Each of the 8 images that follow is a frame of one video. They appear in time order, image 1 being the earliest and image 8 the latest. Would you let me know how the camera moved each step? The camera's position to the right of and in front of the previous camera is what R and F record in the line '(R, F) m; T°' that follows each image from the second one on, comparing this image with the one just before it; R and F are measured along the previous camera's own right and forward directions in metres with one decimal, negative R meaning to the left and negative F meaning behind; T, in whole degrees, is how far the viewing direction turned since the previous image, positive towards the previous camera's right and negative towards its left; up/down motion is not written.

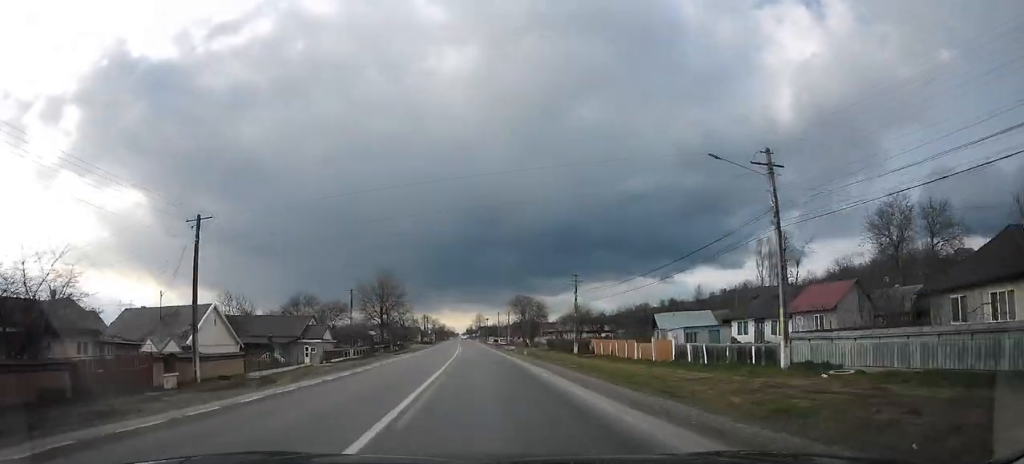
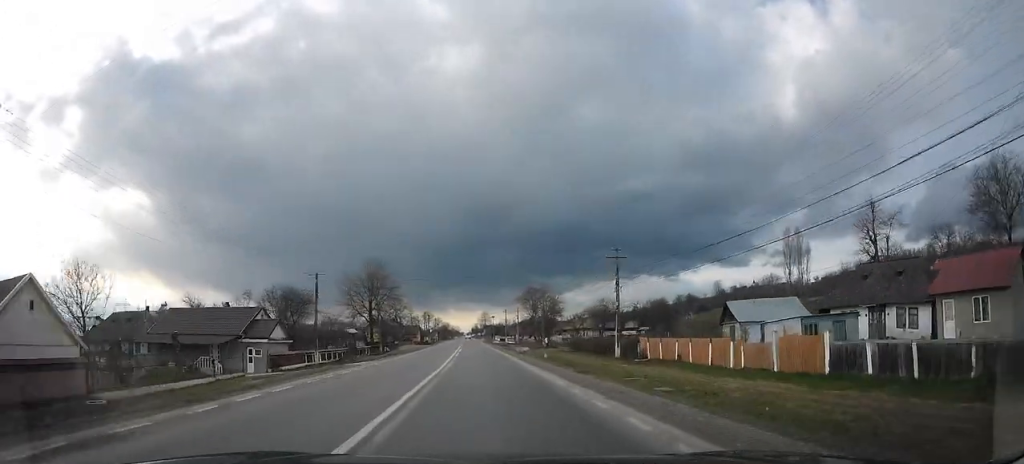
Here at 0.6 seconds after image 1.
(-0.3, +14.3) m; -1°
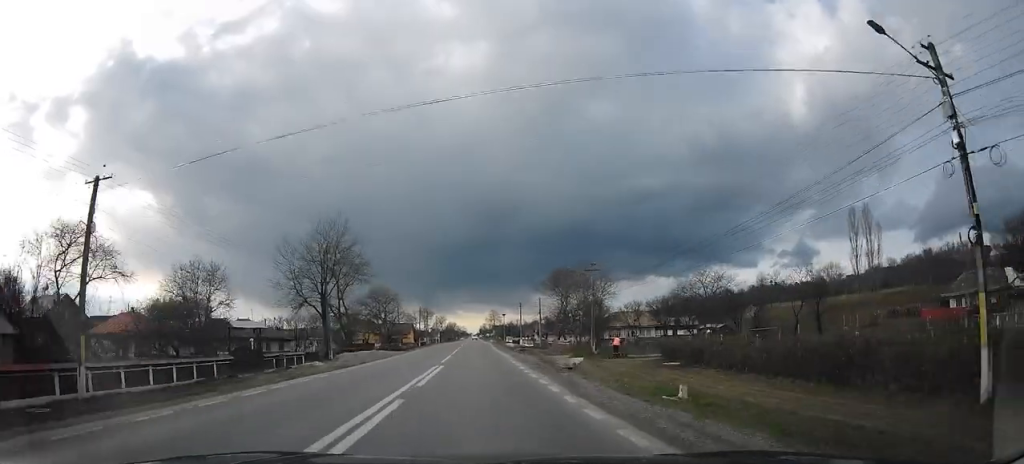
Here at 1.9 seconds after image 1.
(0.0, +29.6) m; 0°
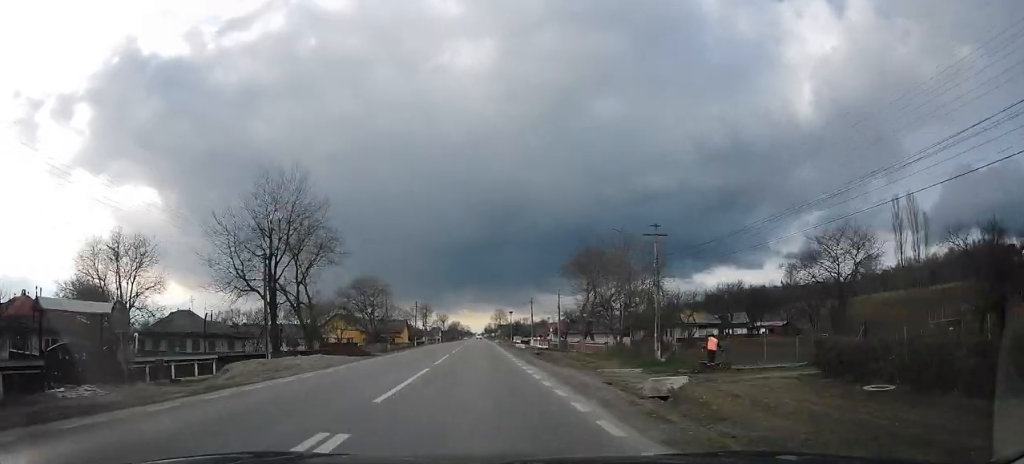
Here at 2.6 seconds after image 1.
(0.0, +16.0) m; 0°
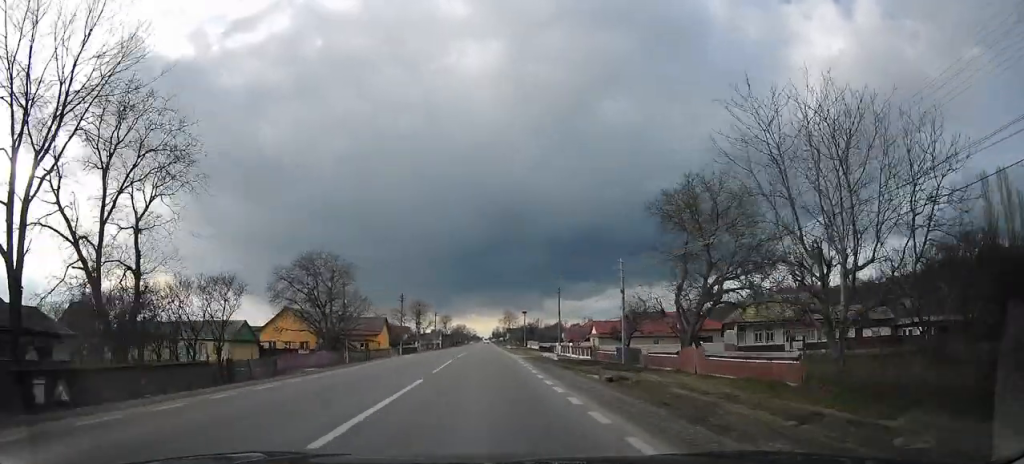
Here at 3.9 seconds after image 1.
(0.0, +28.1) m; 0°
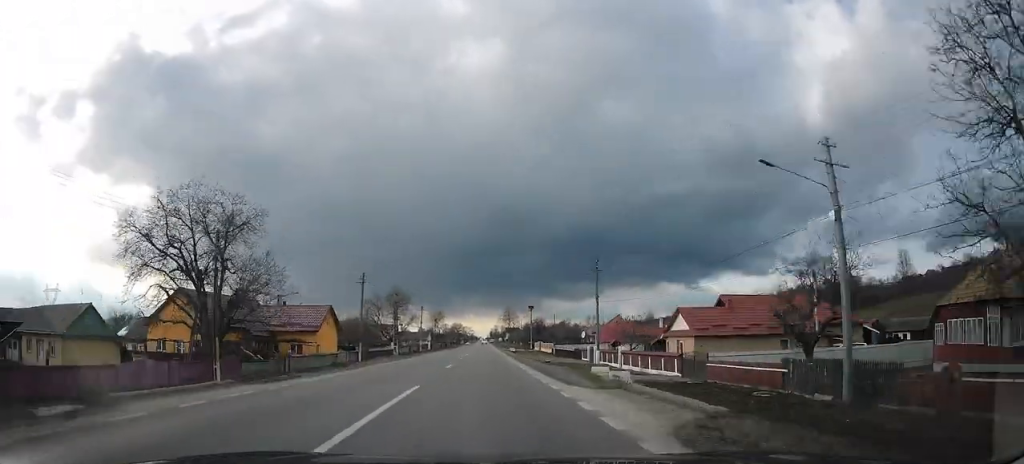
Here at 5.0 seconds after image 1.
(0.0, +25.9) m; -3°
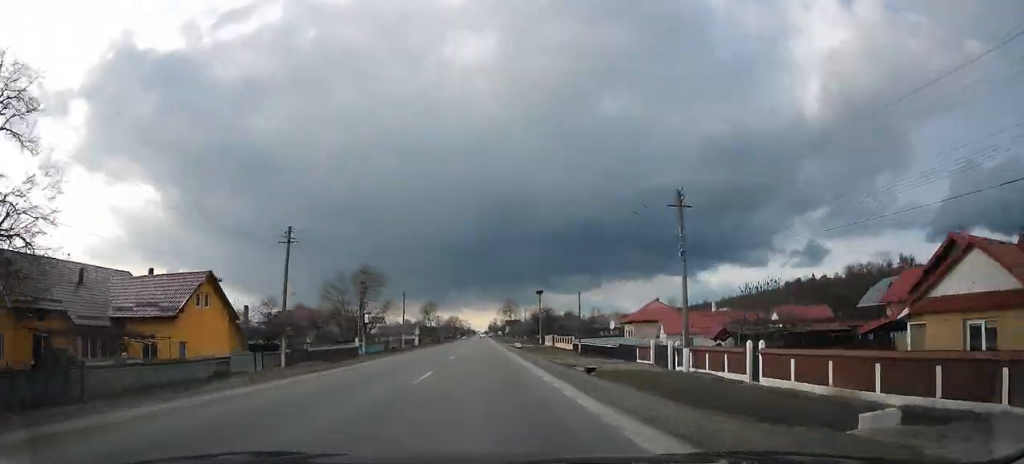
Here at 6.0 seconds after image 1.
(-1.2, +21.9) m; -1°
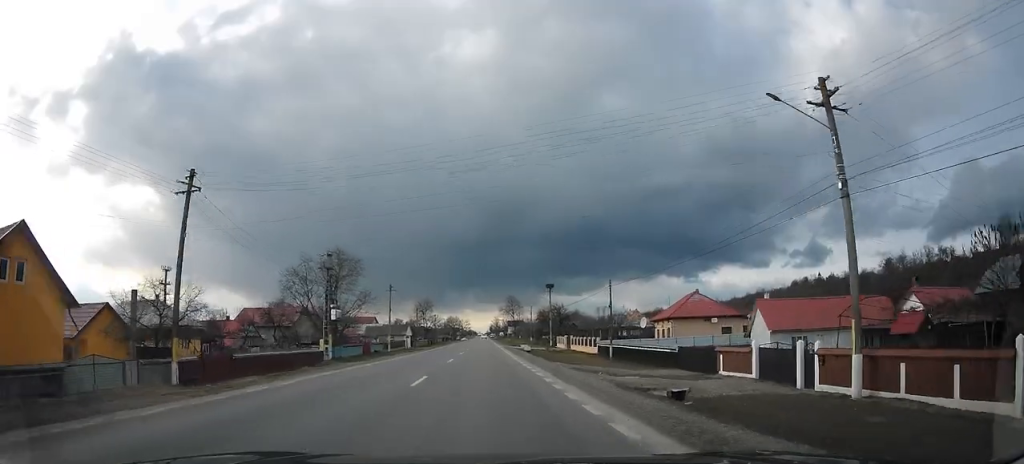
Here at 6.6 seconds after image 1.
(-0.2, +13.6) m; +1°
